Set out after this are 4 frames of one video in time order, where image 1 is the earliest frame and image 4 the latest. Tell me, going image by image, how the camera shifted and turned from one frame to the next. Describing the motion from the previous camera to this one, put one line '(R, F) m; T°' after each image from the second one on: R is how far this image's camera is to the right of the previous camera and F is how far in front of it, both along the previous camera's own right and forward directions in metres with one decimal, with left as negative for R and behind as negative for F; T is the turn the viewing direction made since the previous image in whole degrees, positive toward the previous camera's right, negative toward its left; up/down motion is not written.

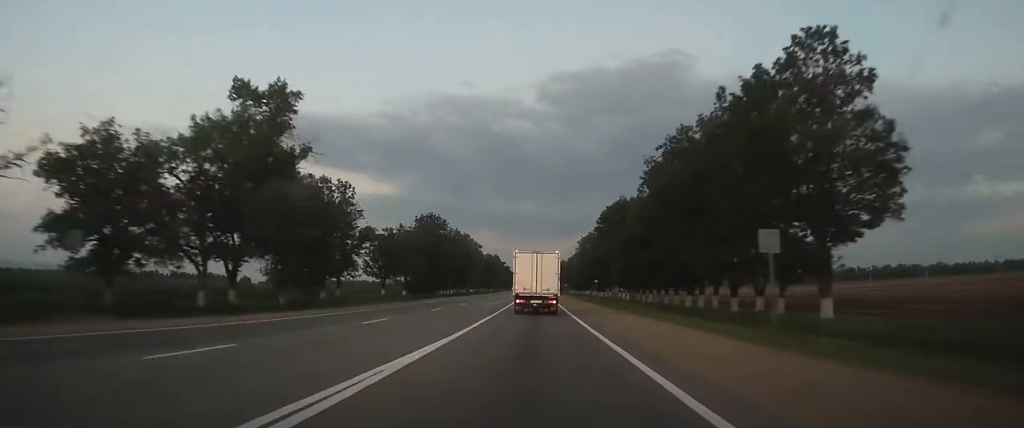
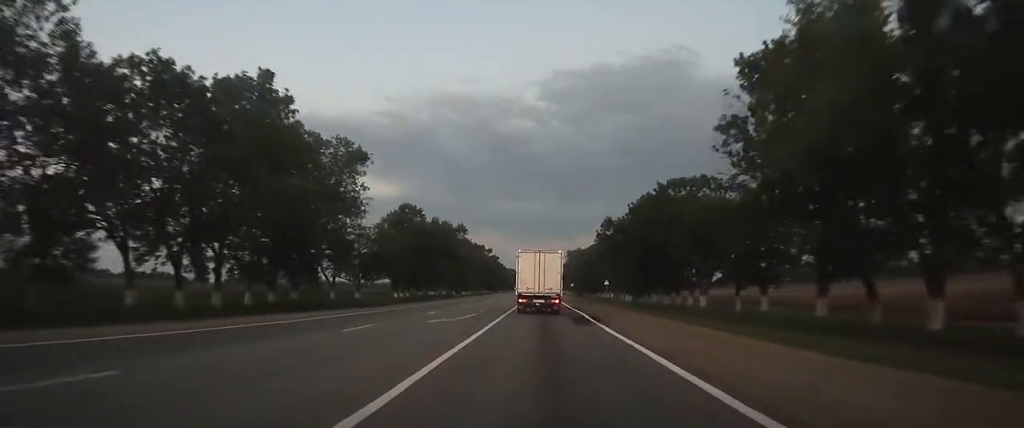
(-0.2, +113.9) m; 0°
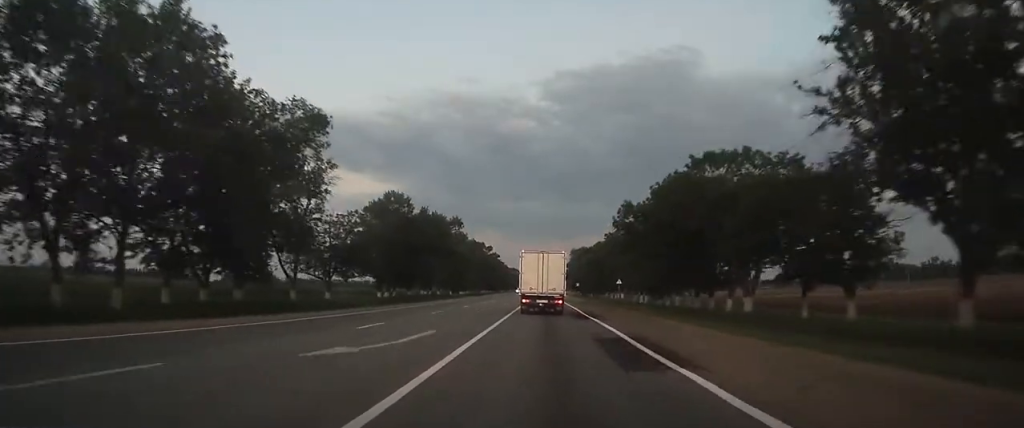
(0.0, +11.5) m; 0°
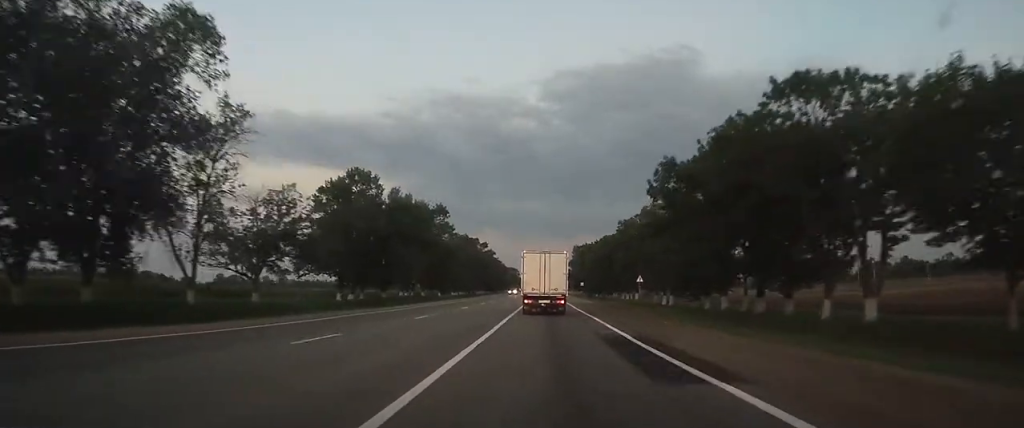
(0.0, +16.8) m; 0°
